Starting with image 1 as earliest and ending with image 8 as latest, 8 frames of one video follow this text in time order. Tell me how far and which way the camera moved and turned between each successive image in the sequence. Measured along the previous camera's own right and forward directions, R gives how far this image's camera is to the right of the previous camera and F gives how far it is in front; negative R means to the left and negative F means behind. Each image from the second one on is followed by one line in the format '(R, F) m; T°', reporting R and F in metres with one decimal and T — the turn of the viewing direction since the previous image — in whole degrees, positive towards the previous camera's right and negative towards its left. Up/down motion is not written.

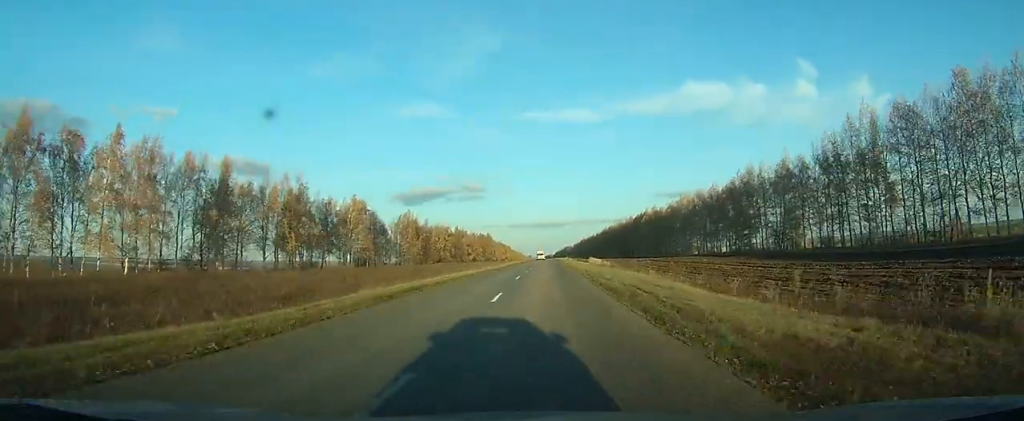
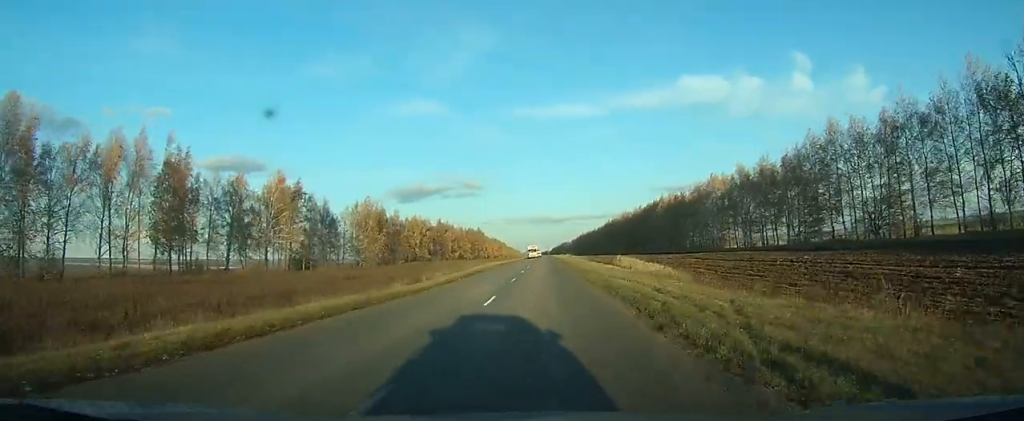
(+0.1, +36.4) m; 0°
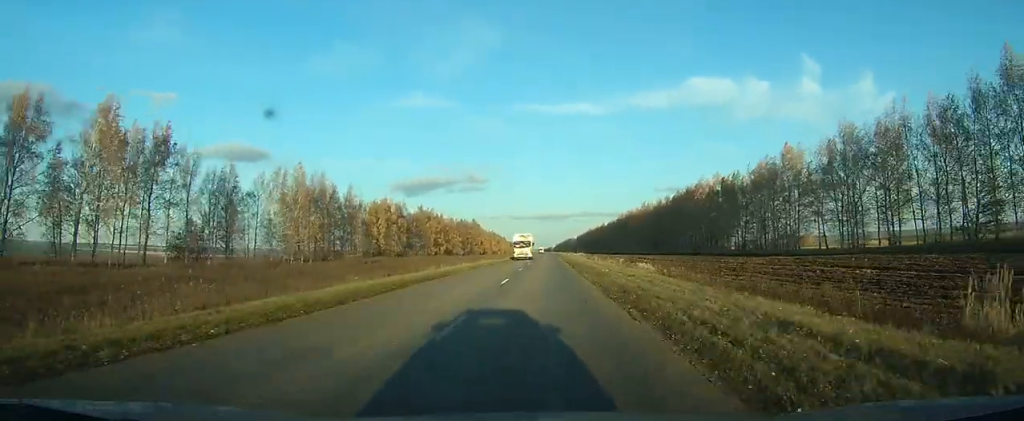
(-0.1, +40.5) m; 0°
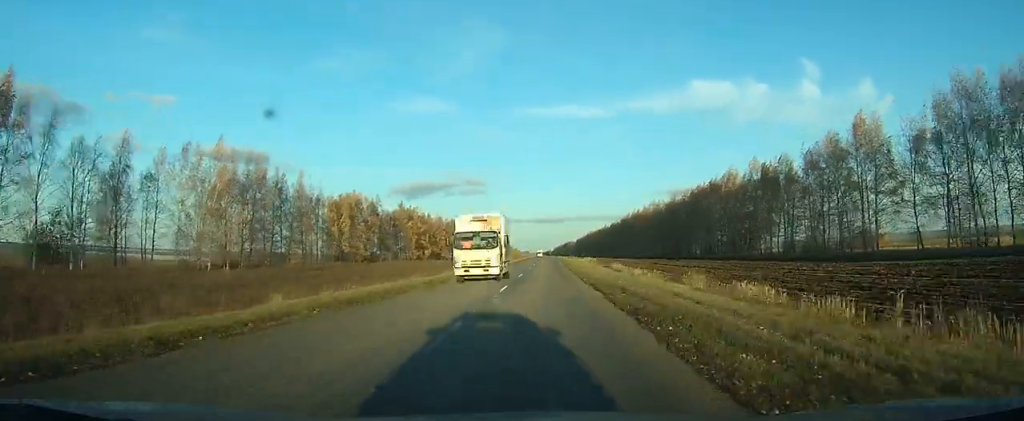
(0.0, +24.0) m; 0°
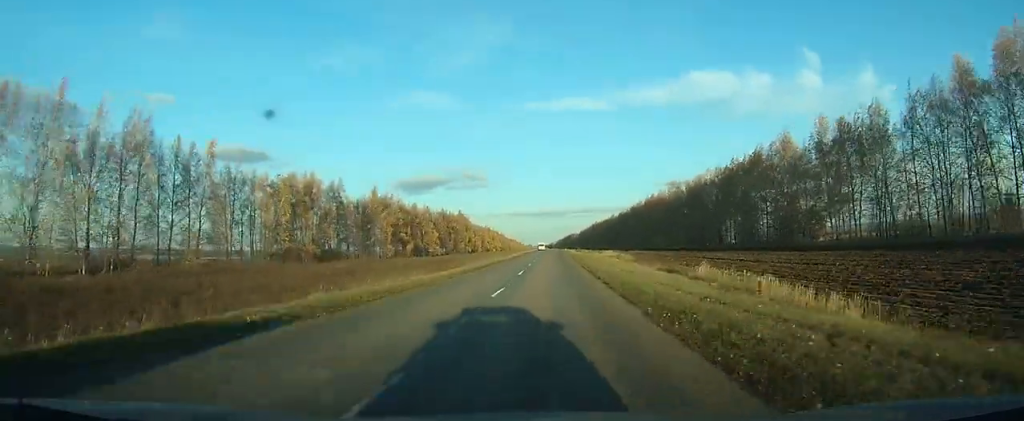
(0.0, +27.1) m; 0°
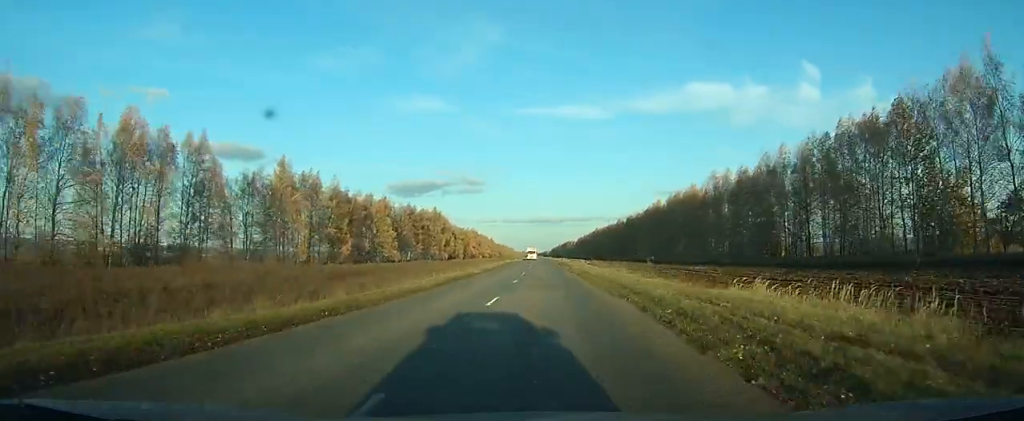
(-0.1, +48.9) m; 0°
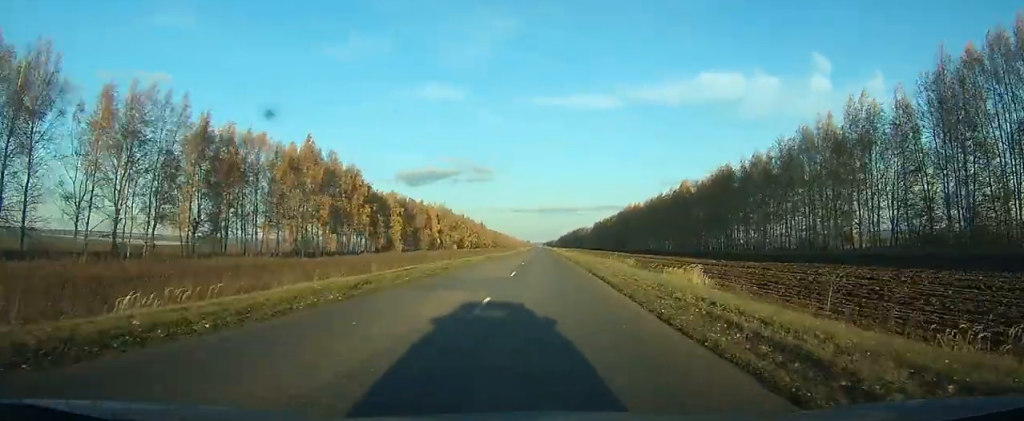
(-0.8, +126.2) m; -1°
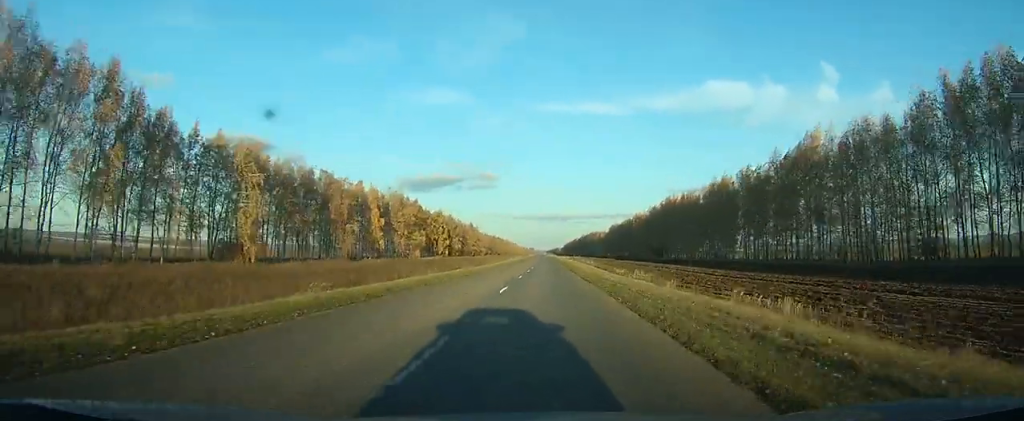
(0.0, +73.5) m; 0°
